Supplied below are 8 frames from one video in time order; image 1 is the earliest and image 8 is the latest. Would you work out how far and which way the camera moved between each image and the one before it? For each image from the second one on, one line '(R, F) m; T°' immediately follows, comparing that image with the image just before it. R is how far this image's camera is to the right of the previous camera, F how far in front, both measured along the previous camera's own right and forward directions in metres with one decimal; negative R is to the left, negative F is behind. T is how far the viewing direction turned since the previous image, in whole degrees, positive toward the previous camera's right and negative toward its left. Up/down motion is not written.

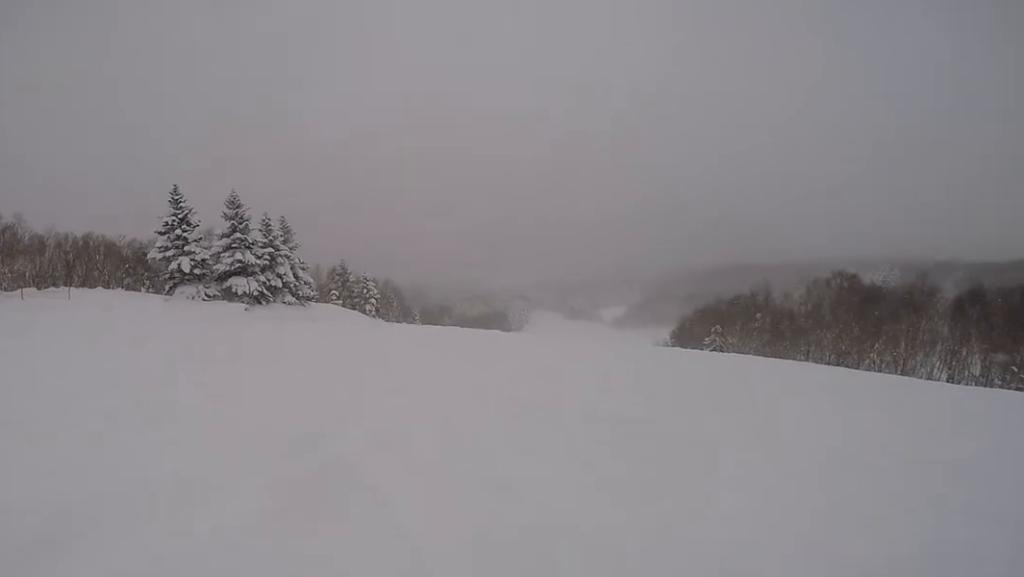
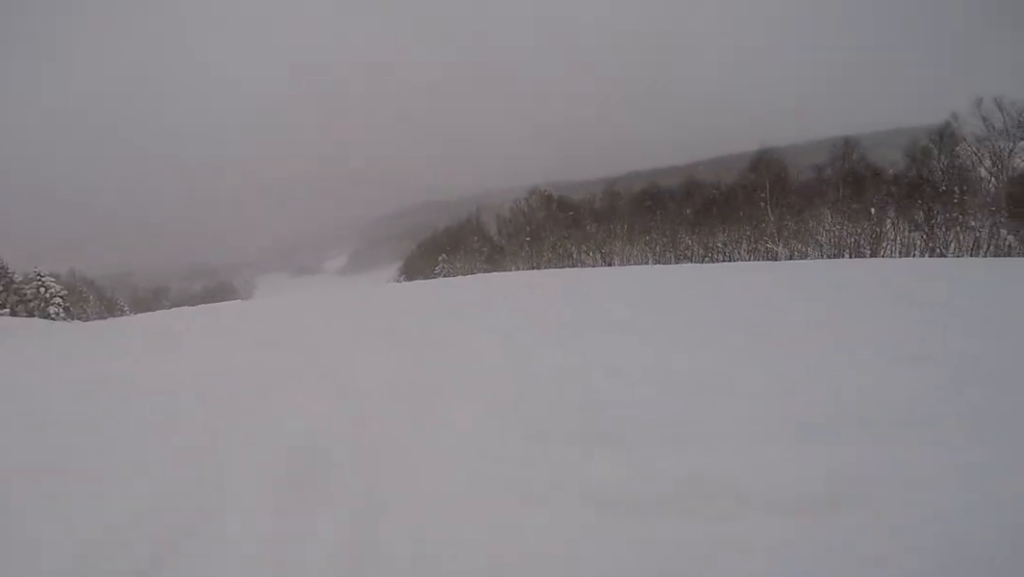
(0.0, +5.8) m; +13°
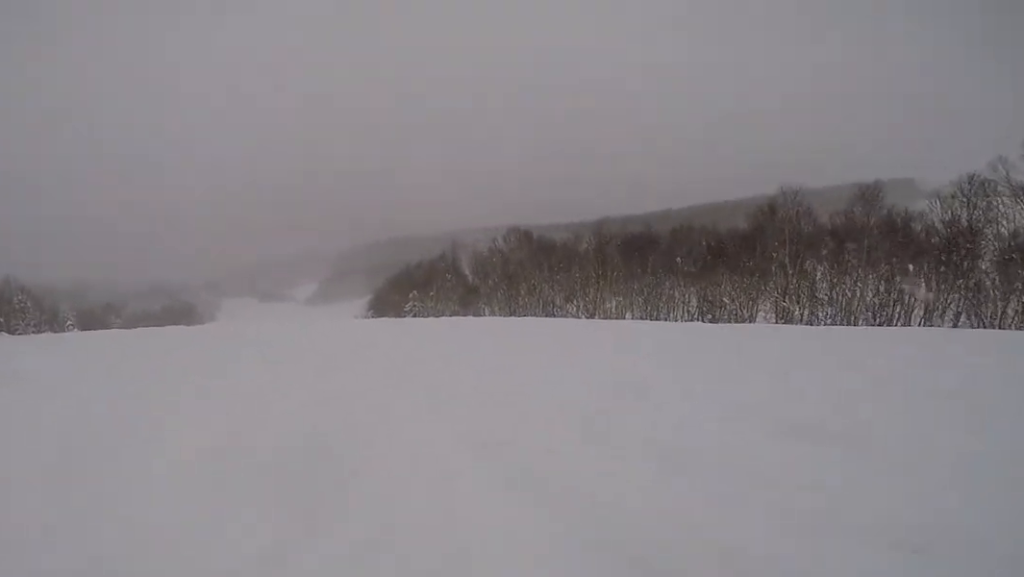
(+0.8, +3.7) m; +5°
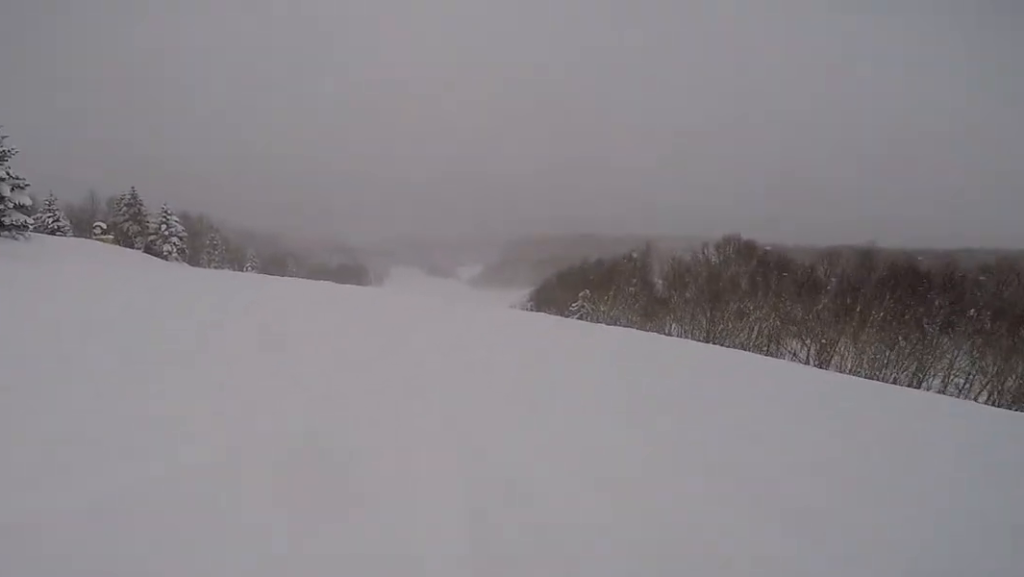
(-0.3, +4.4) m; -6°
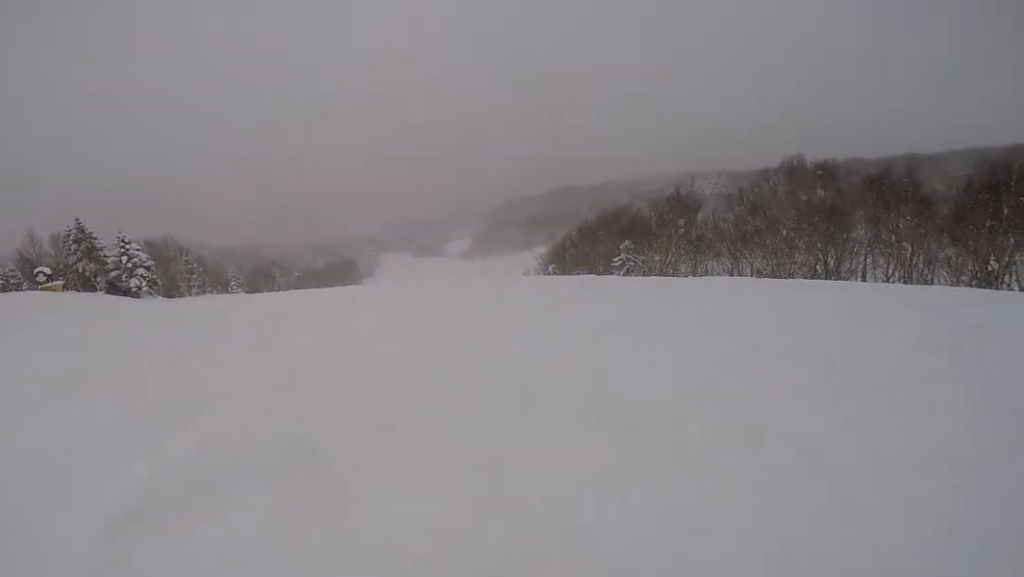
(-0.3, +8.1) m; +2°
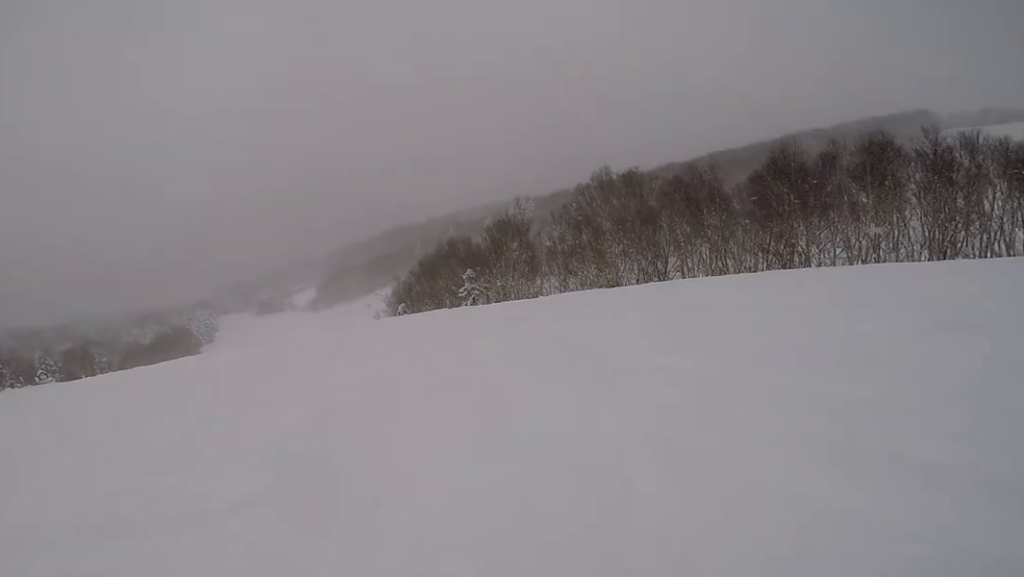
(-0.8, +3.2) m; +12°
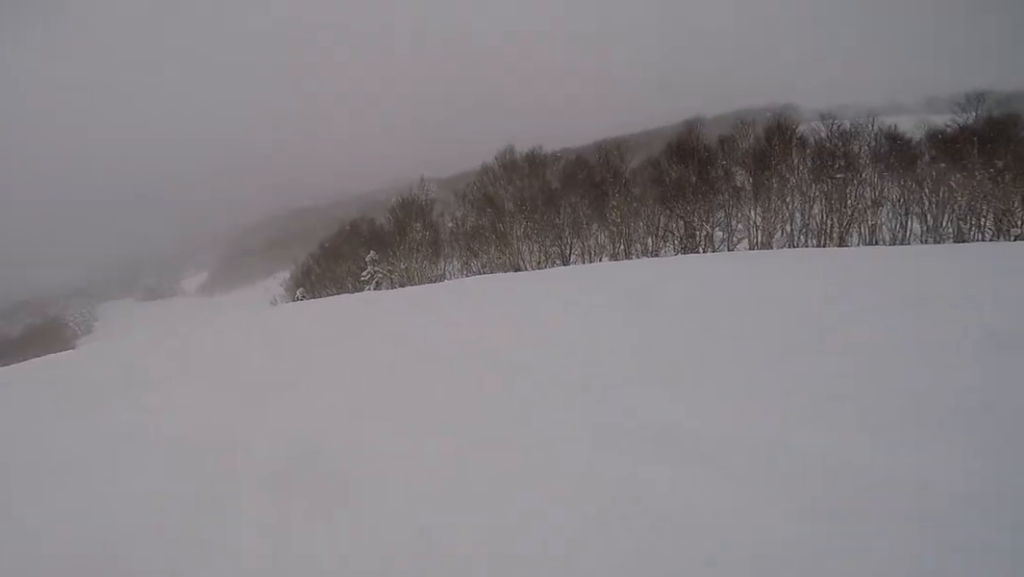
(+1.1, +2.2) m; +17°
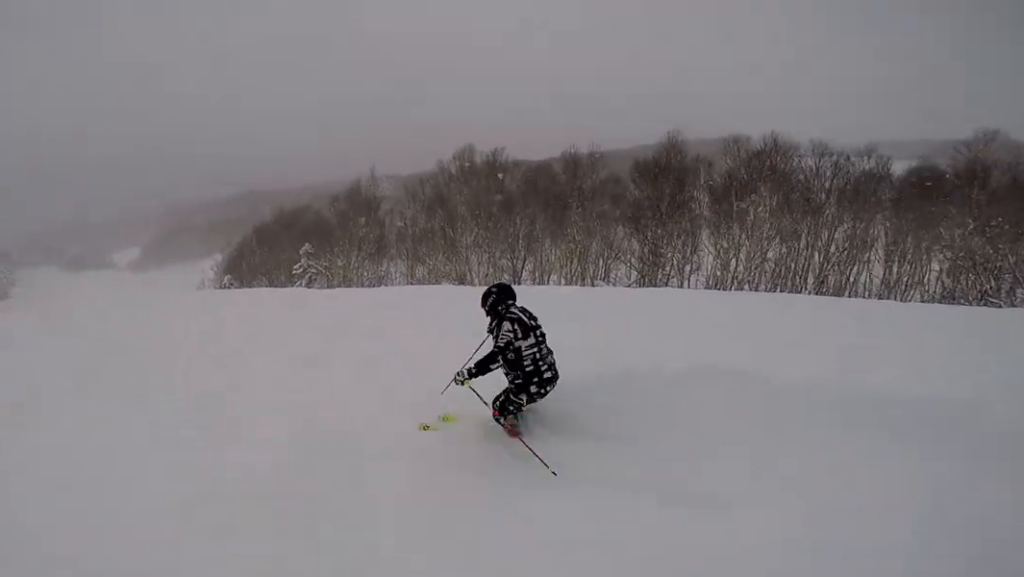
(+0.8, +3.4) m; +8°
